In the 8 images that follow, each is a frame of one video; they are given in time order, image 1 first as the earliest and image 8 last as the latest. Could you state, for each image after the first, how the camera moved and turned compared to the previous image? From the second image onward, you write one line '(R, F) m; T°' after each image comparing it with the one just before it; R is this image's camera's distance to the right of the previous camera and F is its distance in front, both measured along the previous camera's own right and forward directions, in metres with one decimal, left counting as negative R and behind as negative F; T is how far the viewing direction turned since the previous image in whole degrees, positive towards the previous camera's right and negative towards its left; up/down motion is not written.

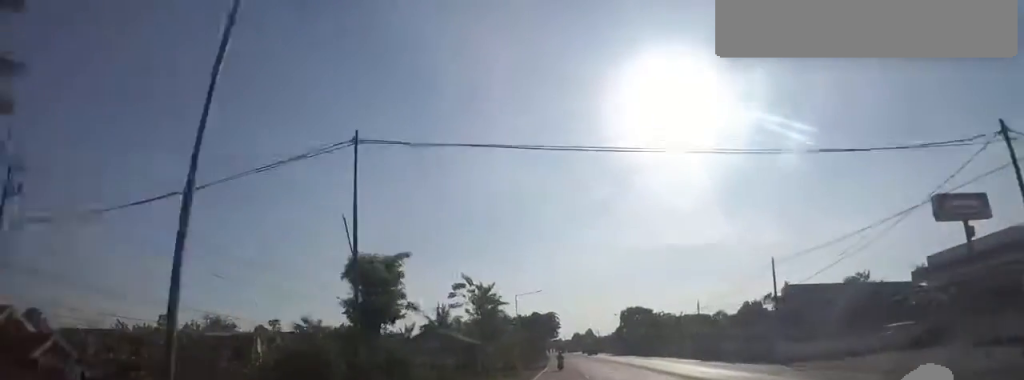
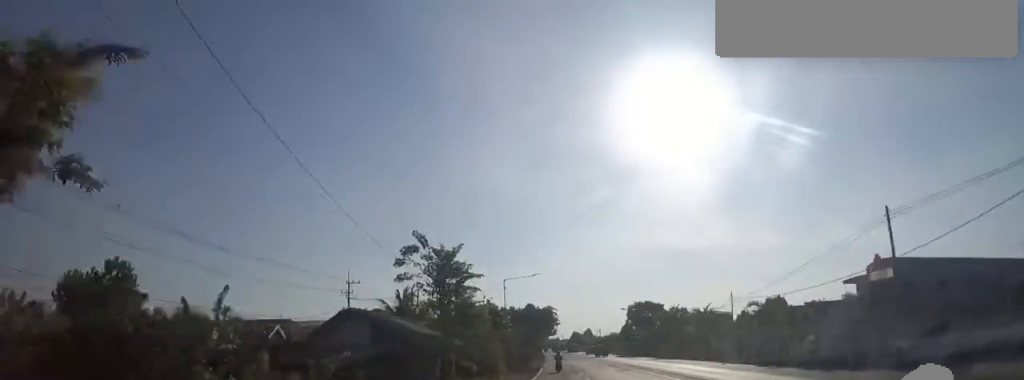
(+0.3, +12.3) m; +1°
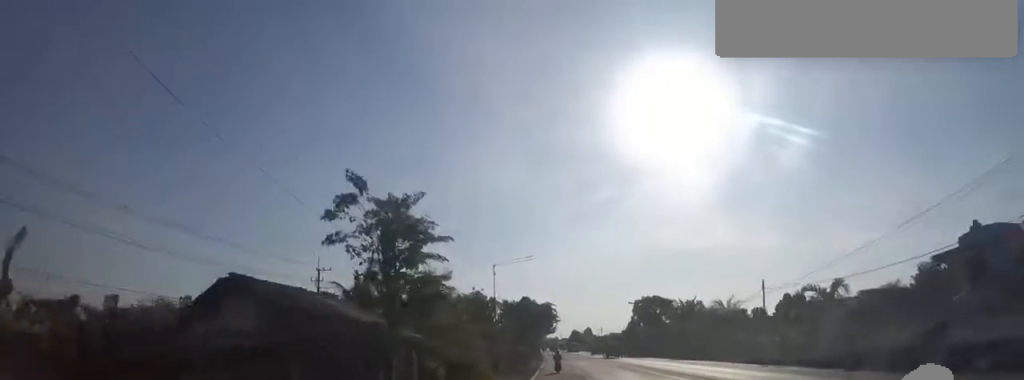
(0.0, +7.8) m; 0°
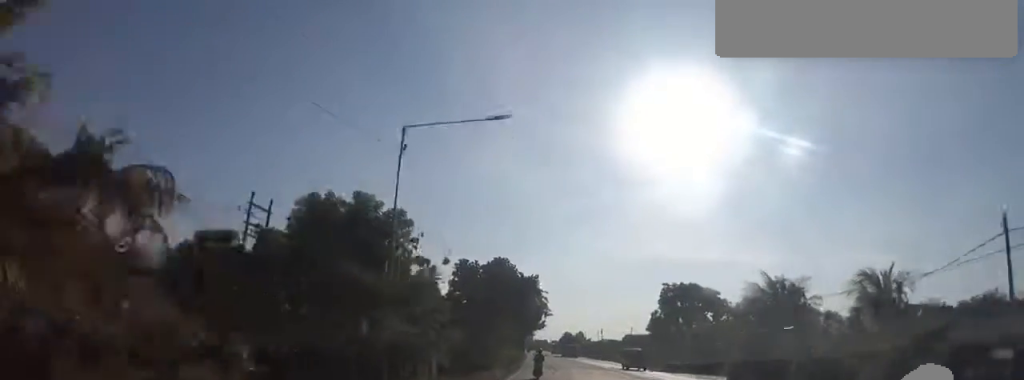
(0.0, +24.3) m; 0°
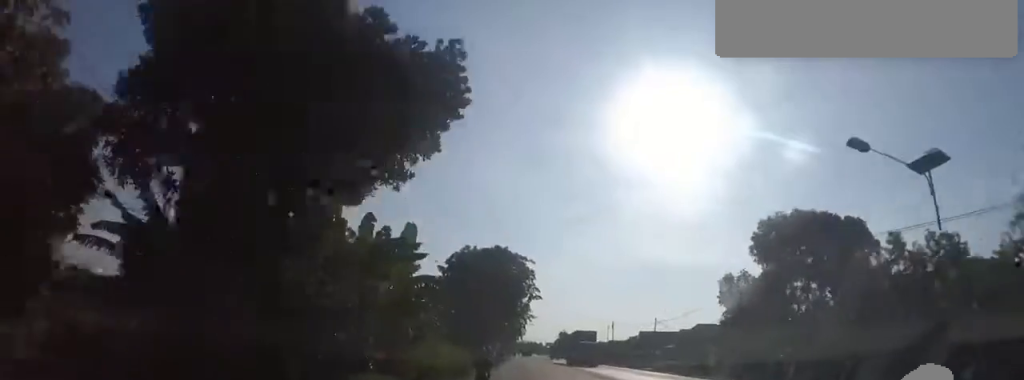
(0.0, +27.9) m; -2°
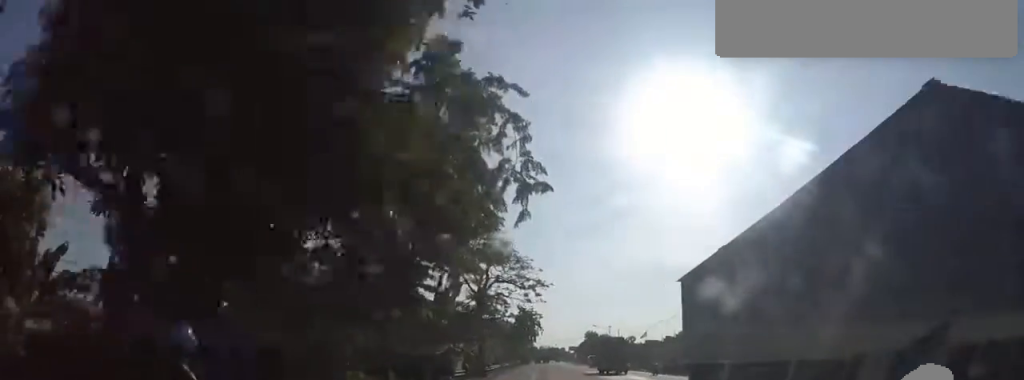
(-1.8, +34.0) m; -2°
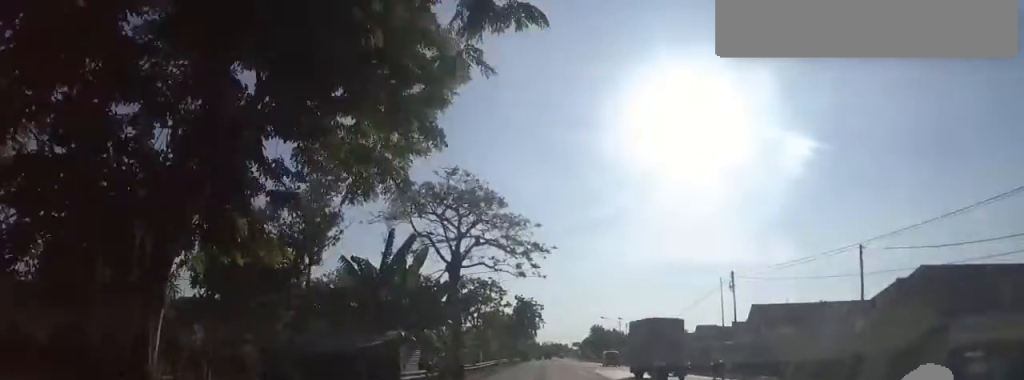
(+0.7, +9.5) m; 0°
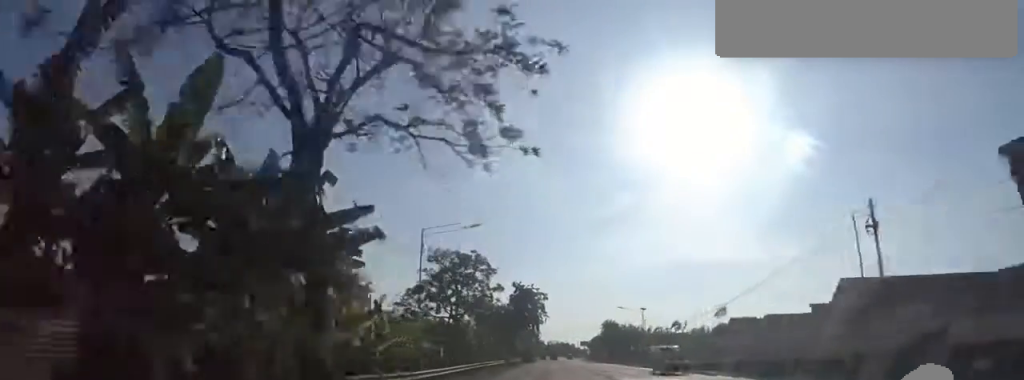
(-0.1, +15.3) m; 0°
